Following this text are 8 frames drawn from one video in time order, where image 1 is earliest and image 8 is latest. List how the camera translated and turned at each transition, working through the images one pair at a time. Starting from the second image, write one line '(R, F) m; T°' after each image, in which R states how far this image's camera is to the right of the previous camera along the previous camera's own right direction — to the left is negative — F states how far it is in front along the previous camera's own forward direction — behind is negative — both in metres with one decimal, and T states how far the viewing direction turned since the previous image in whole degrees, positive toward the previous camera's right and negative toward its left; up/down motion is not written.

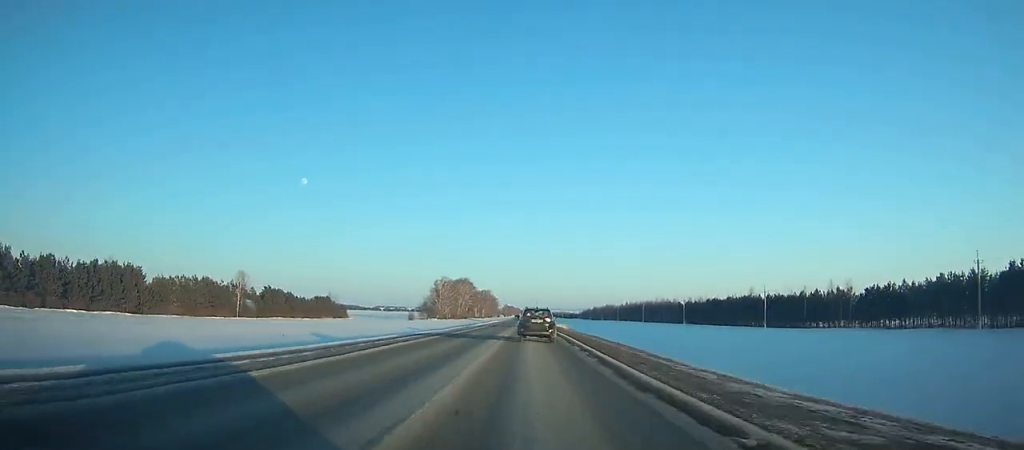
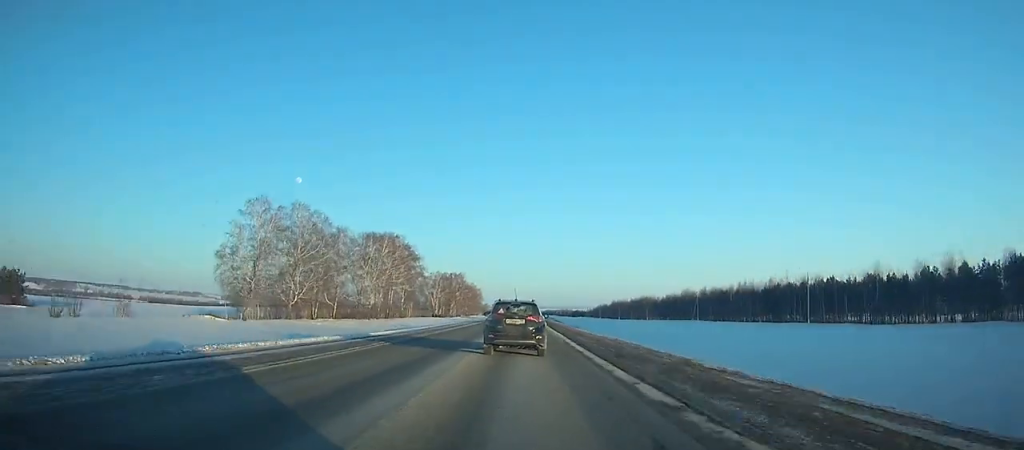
(+0.5, +151.8) m; +1°
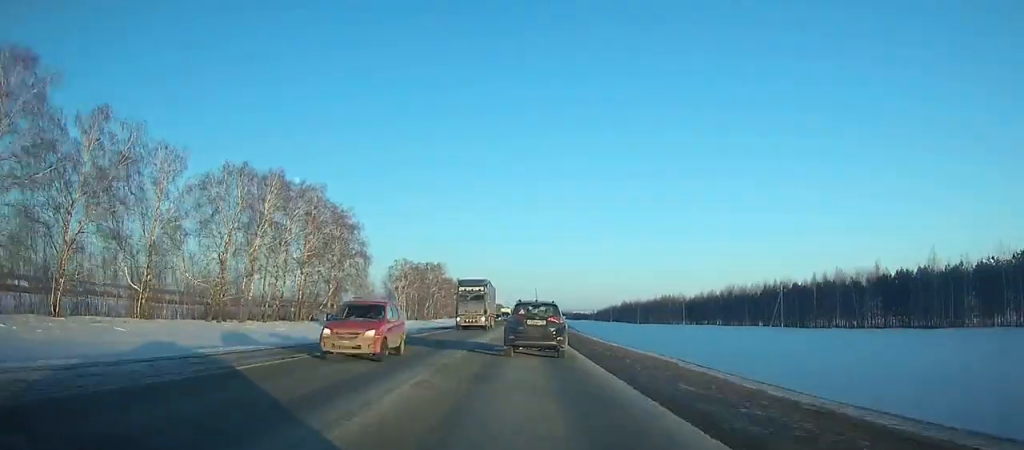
(+0.3, +58.1) m; 0°
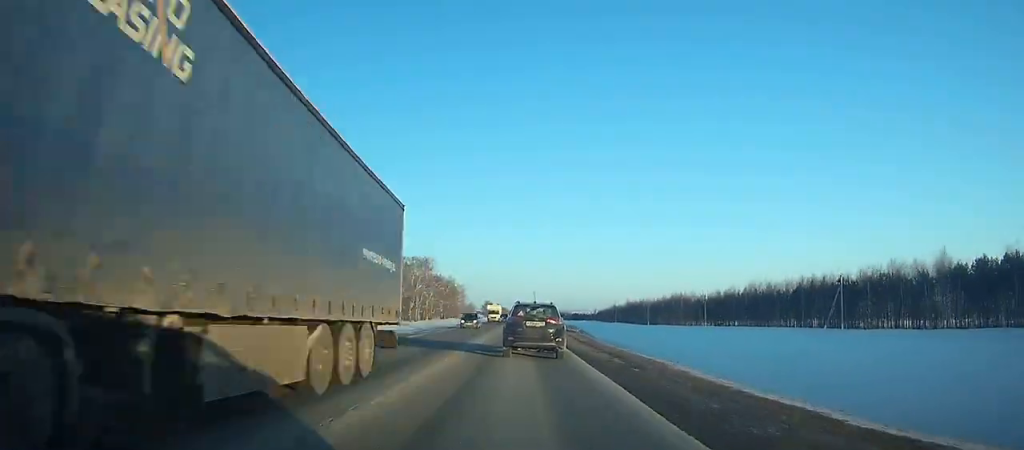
(+0.1, +23.6) m; 0°
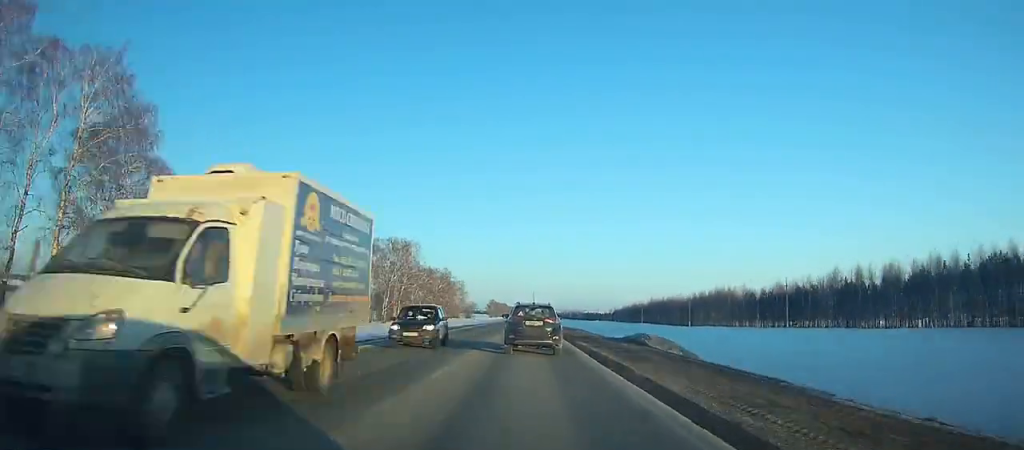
(0.0, +43.5) m; 0°
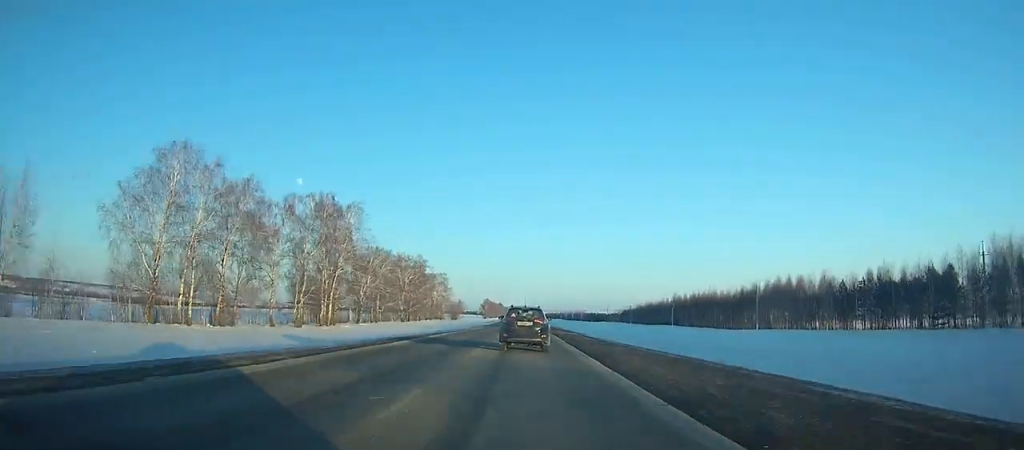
(-0.1, +52.2) m; 0°
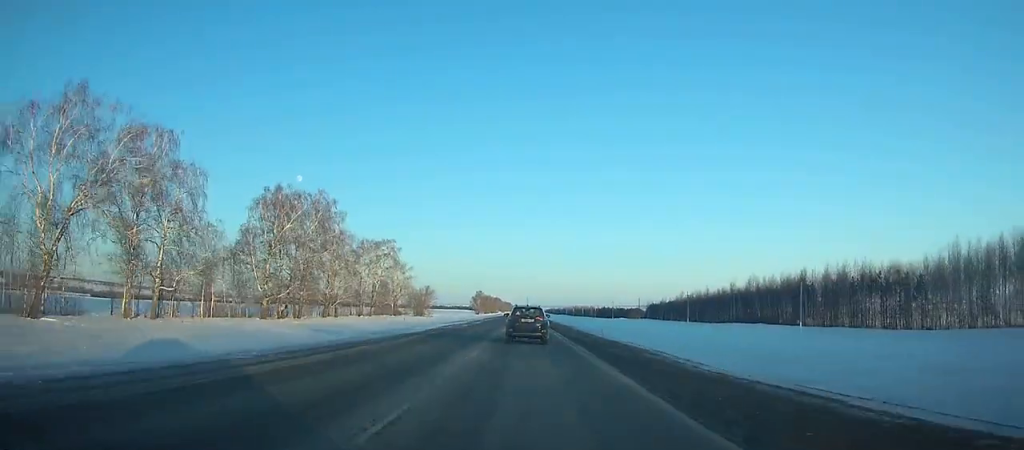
(-0.2, +84.6) m; 0°
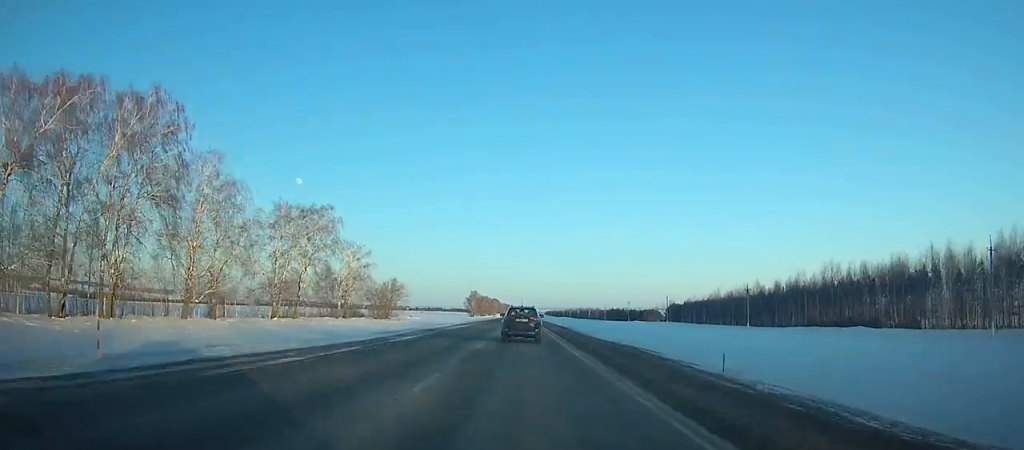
(0.0, +44.5) m; 0°
